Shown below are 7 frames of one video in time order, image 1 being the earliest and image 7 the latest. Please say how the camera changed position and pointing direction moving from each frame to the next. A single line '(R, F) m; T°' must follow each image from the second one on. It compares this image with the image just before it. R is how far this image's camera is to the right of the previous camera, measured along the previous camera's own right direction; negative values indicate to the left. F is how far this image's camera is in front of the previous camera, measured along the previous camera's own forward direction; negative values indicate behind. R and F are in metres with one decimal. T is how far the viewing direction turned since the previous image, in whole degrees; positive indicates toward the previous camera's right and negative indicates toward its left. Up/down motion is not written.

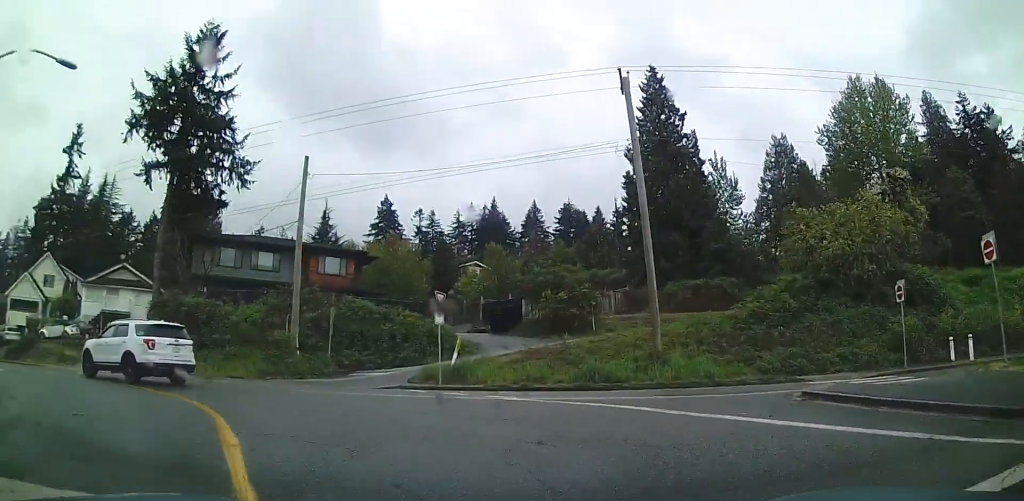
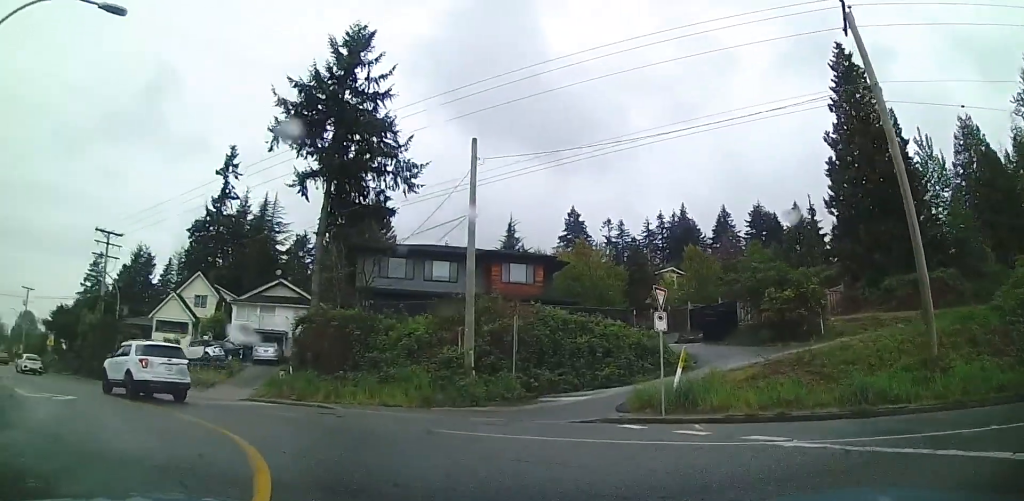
(-0.4, +3.4) m; -27°
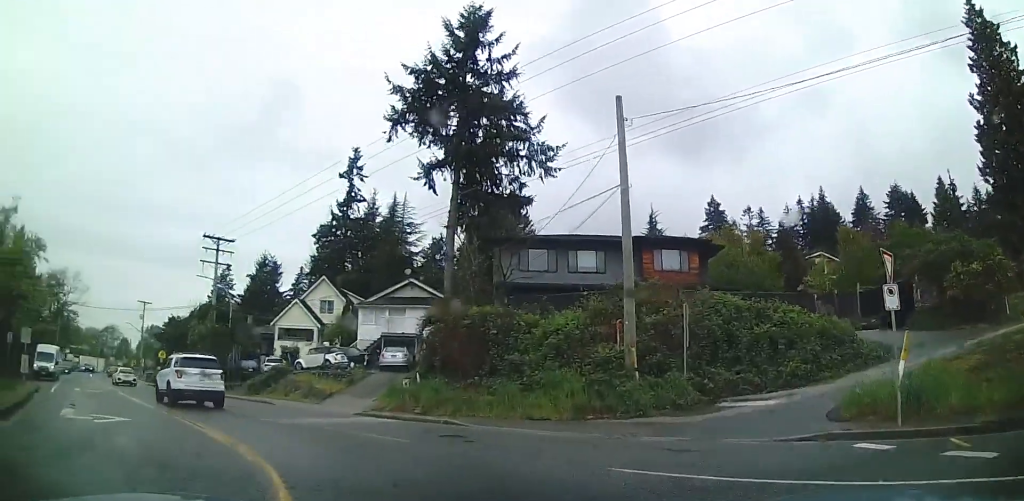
(-0.5, +2.4) m; -14°
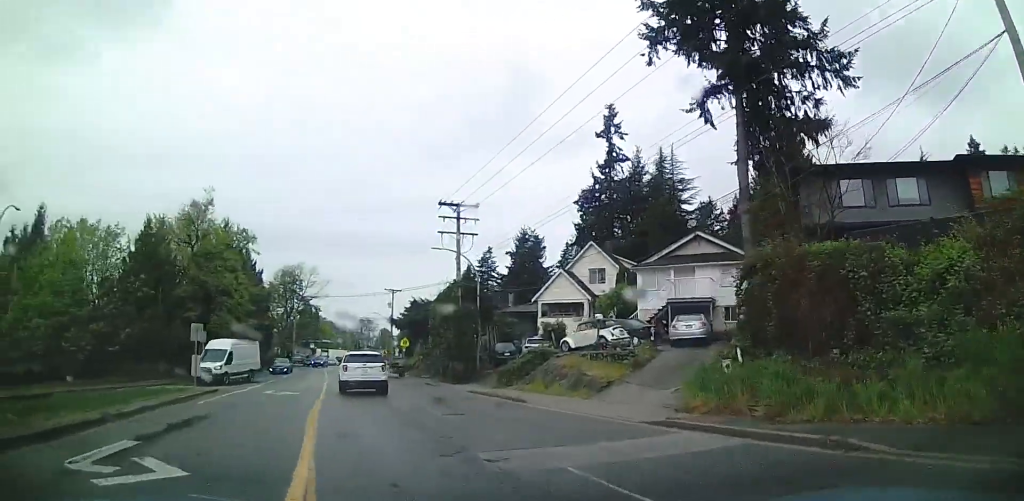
(-1.6, +5.6) m; -15°
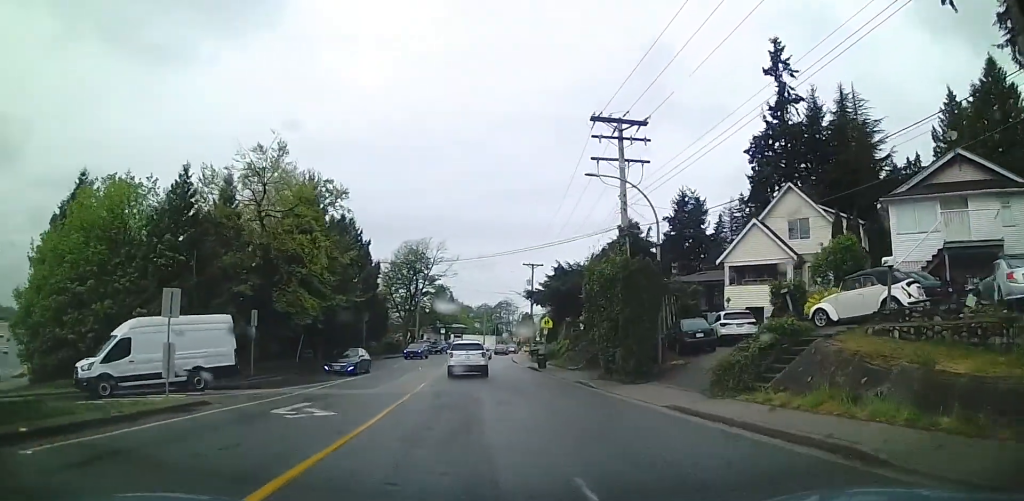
(-0.5, +9.7) m; -13°
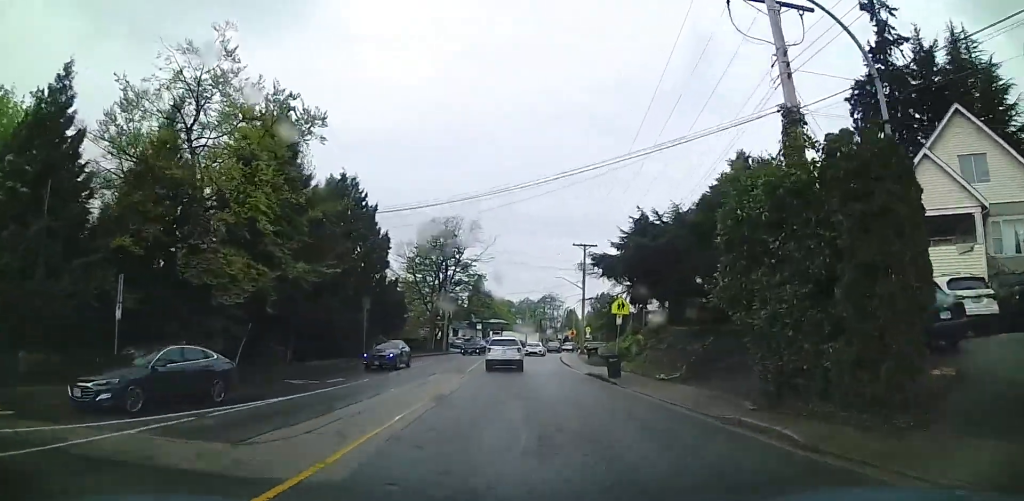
(-1.5, +10.8) m; -11°
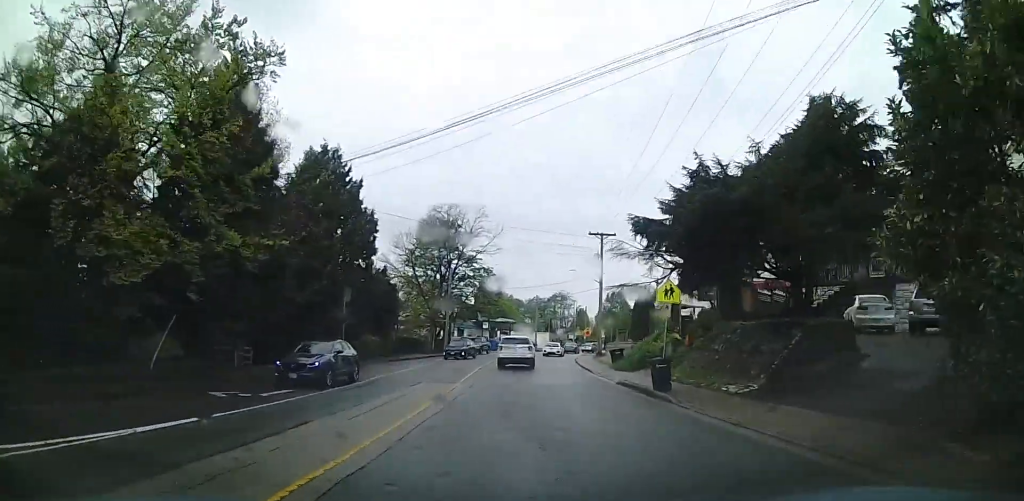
(-0.1, +5.7) m; -1°
